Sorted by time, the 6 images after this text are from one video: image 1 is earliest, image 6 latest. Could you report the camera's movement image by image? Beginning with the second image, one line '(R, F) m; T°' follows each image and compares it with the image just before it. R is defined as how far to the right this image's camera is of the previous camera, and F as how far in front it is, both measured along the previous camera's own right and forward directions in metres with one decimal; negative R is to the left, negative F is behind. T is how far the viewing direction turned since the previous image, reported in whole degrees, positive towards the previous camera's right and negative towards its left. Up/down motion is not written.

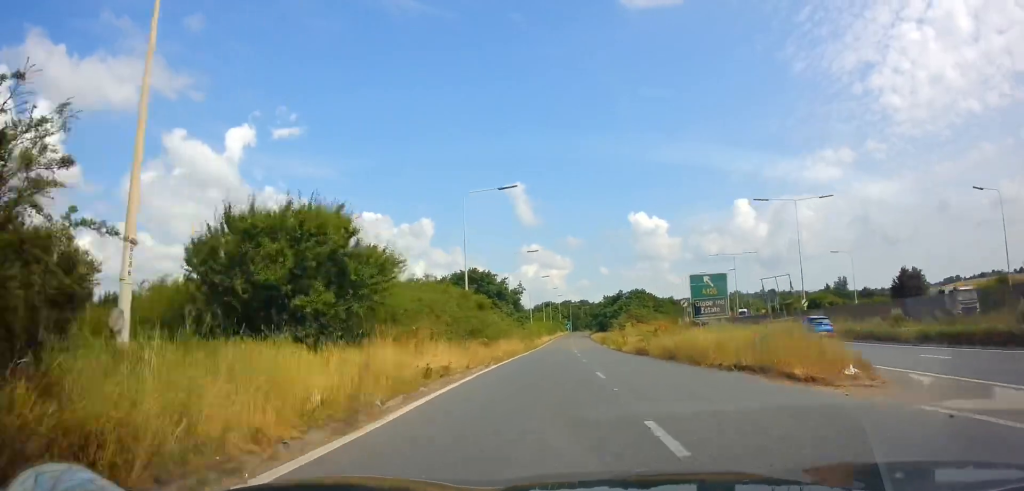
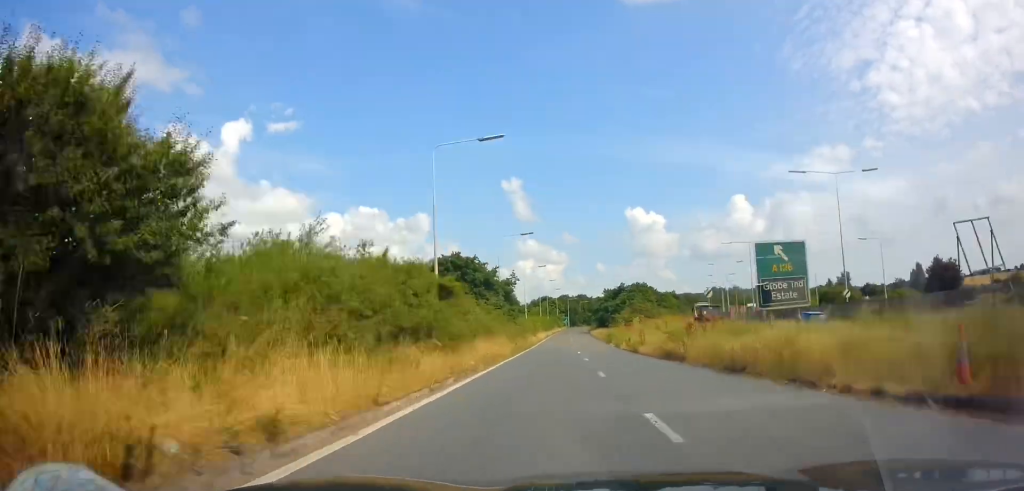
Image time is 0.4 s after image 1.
(+0.1, +8.5) m; +1°
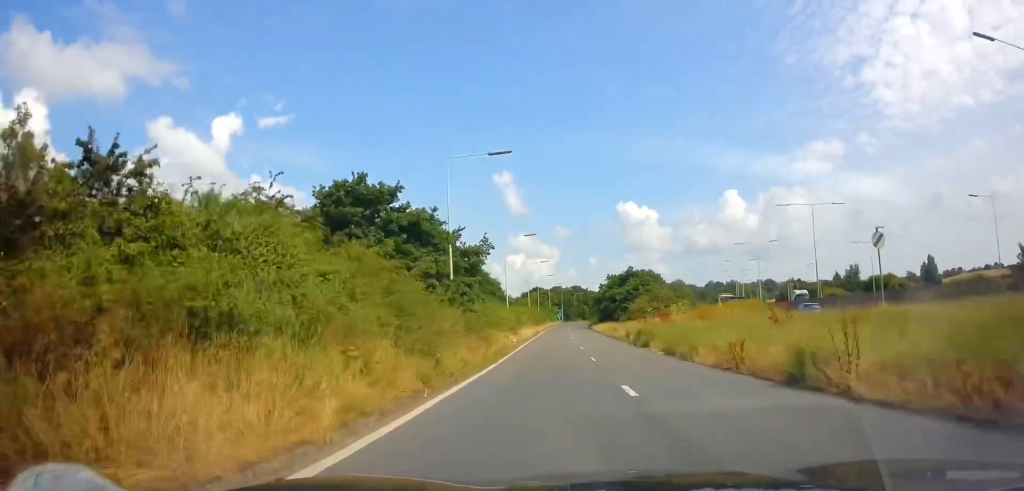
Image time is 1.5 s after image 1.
(+0.3, +23.3) m; +1°
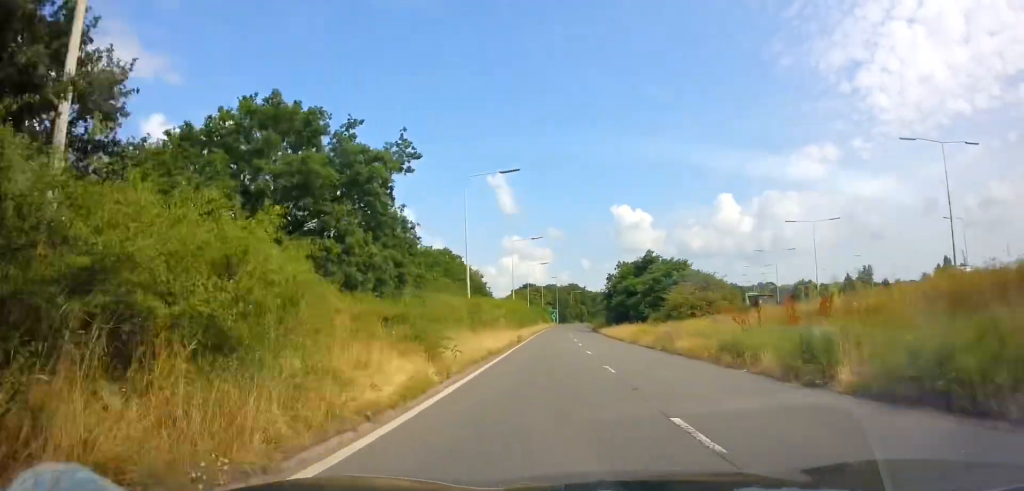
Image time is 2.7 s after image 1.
(0.0, +24.5) m; +1°
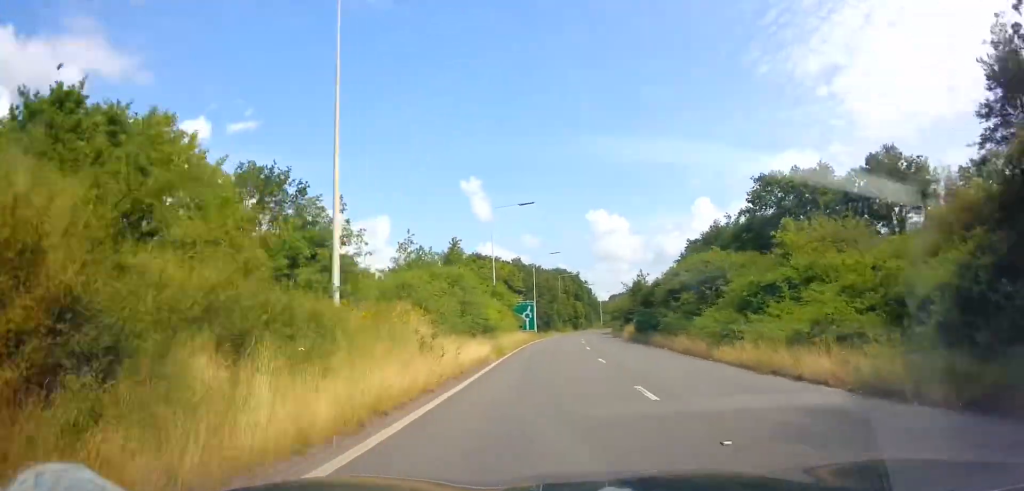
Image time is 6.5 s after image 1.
(+1.1, +77.3) m; +2°
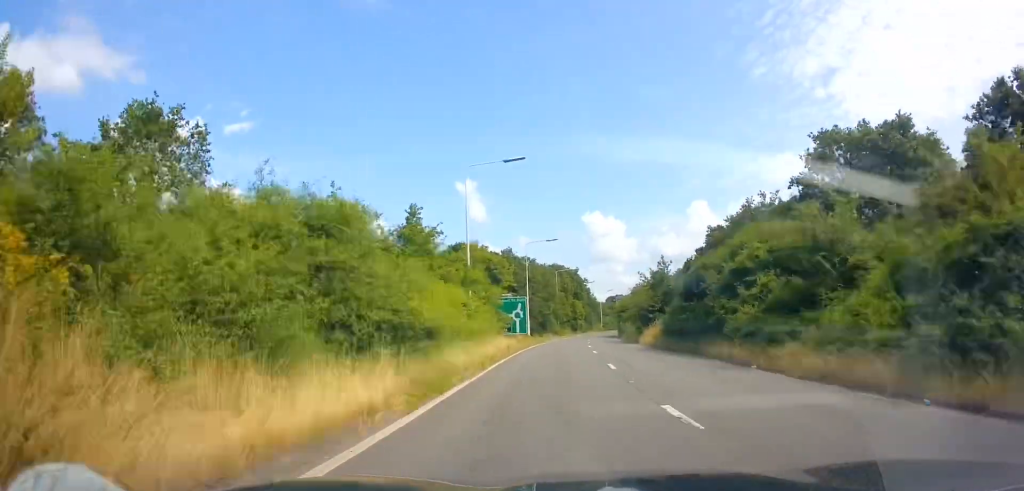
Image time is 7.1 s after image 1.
(0.0, +11.9) m; +1°
